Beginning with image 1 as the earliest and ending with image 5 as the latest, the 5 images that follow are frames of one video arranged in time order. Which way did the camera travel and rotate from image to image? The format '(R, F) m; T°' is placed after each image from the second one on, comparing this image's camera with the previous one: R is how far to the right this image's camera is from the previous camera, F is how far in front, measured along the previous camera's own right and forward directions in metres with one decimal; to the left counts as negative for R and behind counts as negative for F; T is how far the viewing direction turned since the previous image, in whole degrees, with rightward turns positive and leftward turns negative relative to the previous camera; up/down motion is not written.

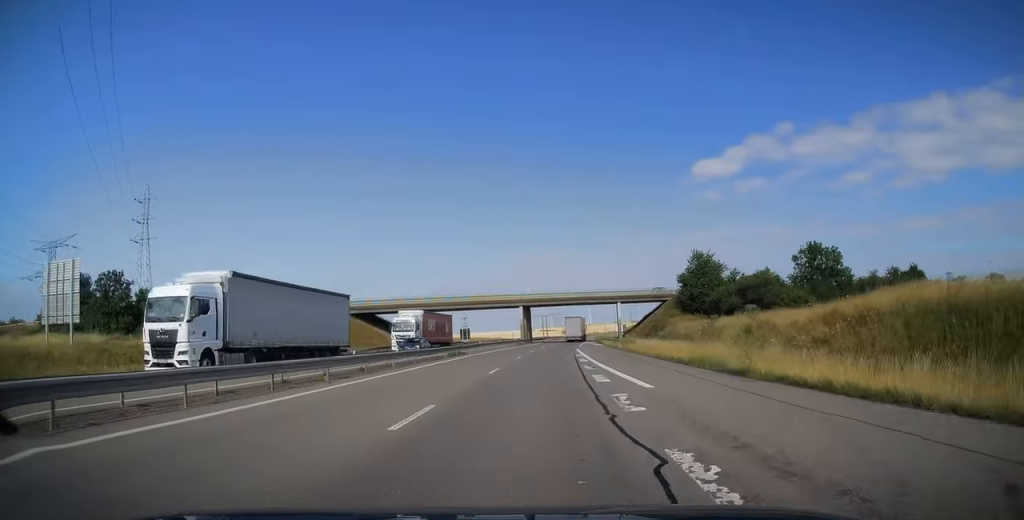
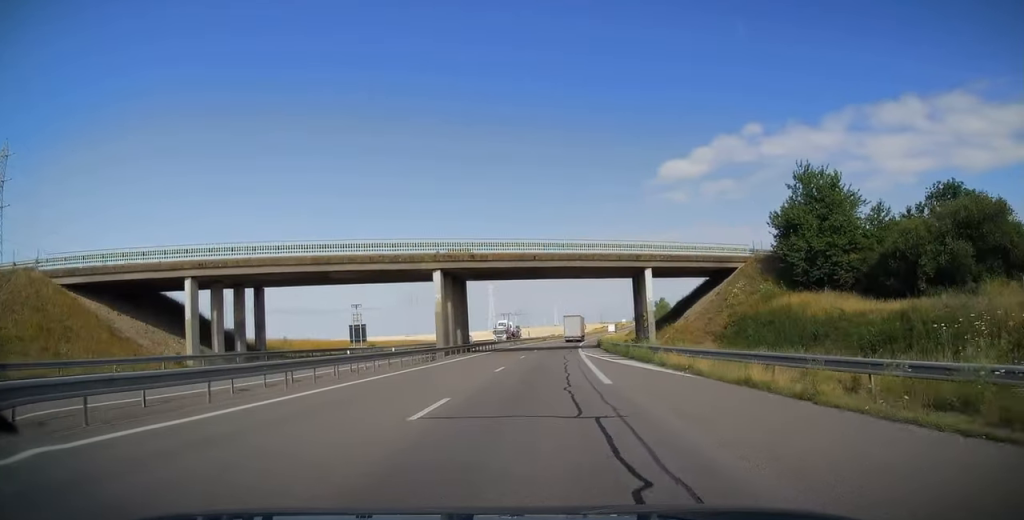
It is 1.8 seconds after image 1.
(+1.5, +51.0) m; +3°
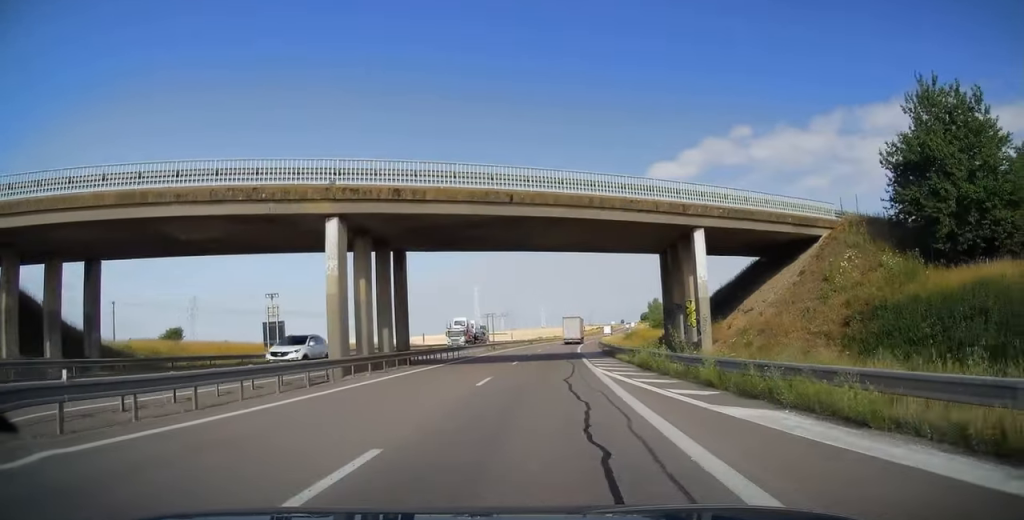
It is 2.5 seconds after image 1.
(+0.3, +18.7) m; +1°
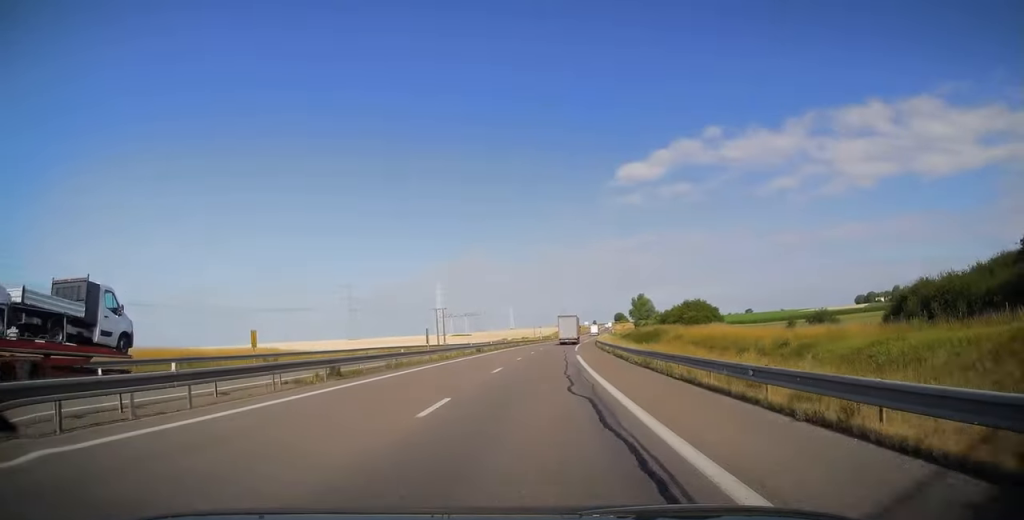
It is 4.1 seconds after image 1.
(+1.5, +45.8) m; +4°
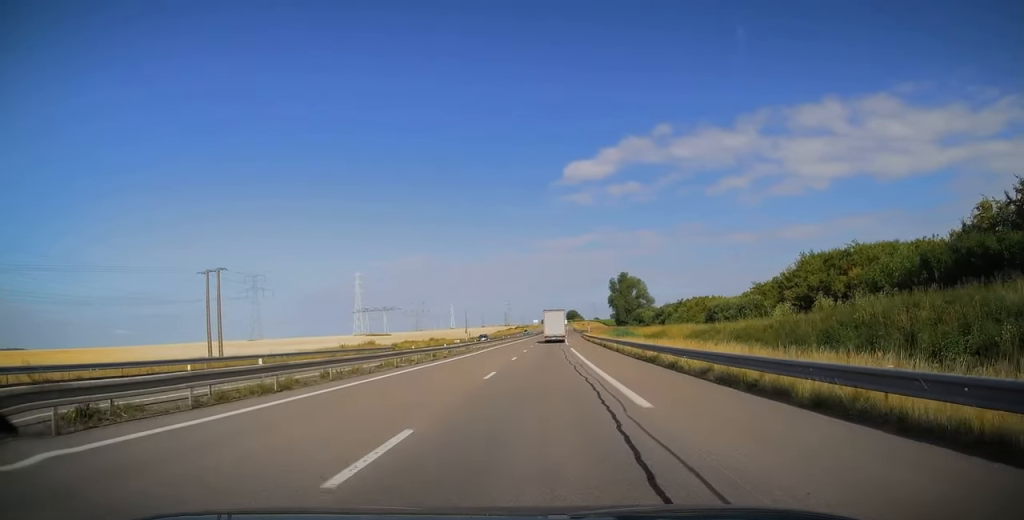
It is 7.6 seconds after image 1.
(+3.7, +95.9) m; +5°
